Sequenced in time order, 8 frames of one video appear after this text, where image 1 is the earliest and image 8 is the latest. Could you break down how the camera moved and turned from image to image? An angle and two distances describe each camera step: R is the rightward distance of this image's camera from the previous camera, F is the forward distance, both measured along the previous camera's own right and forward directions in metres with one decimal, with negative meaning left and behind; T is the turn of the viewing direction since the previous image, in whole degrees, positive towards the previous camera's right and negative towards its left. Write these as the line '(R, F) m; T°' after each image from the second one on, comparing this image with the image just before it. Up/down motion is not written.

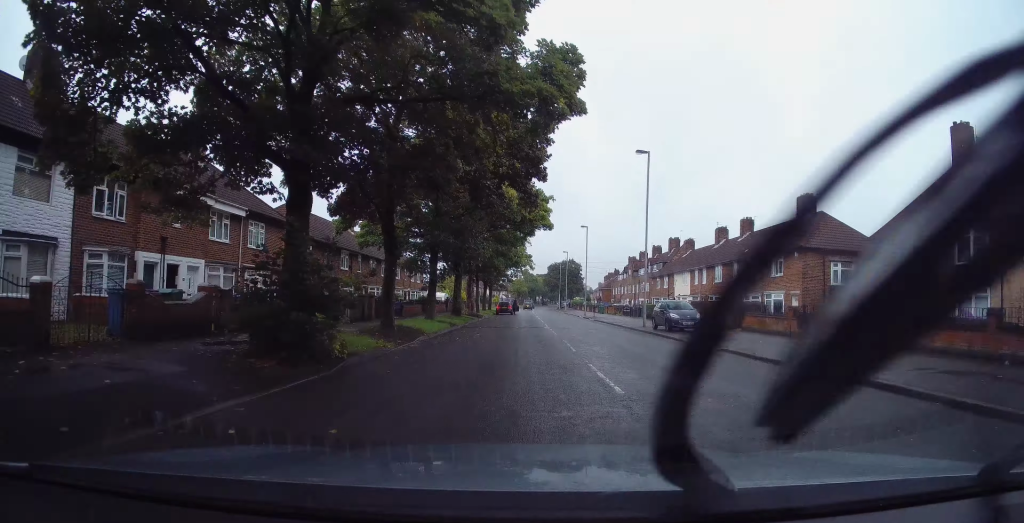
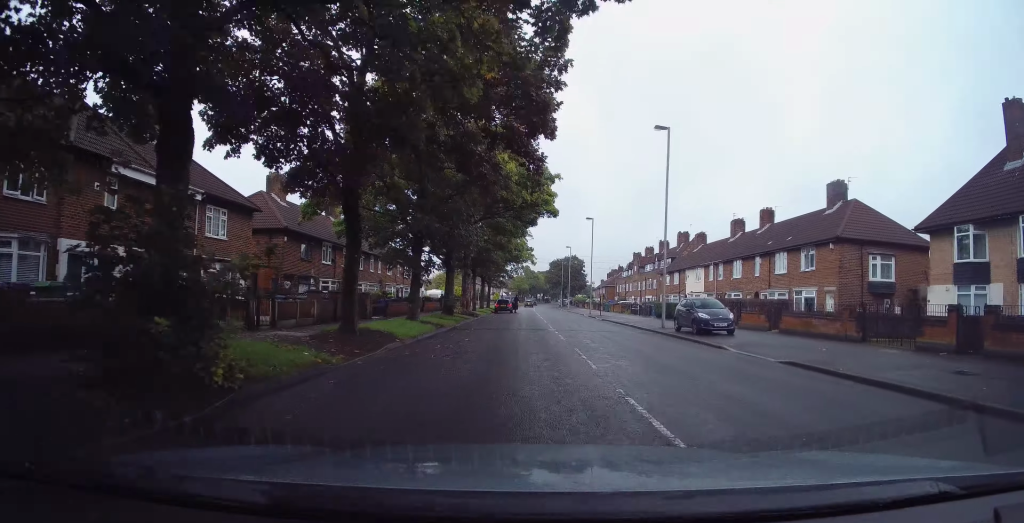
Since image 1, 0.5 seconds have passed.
(+0.3, +4.0) m; 0°
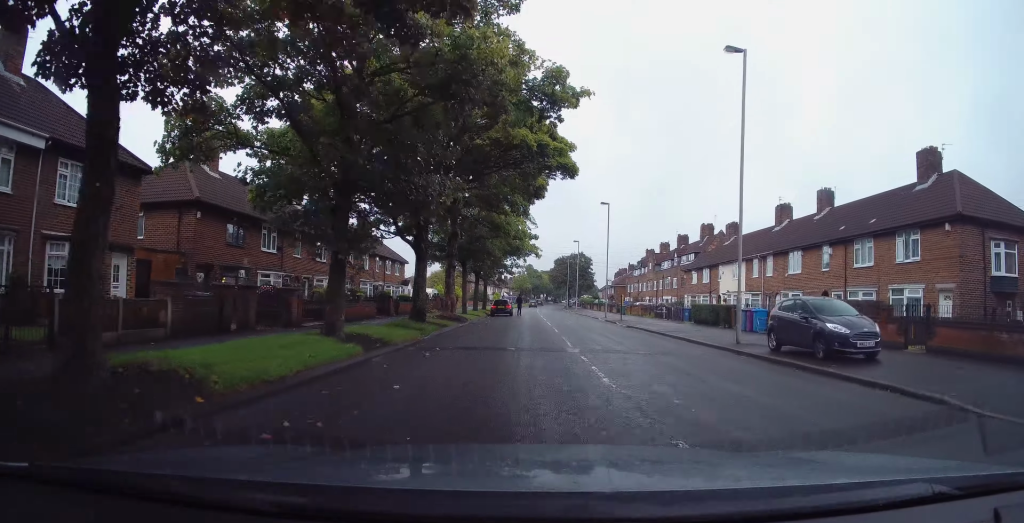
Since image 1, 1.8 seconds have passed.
(-0.8, +9.2) m; -6°
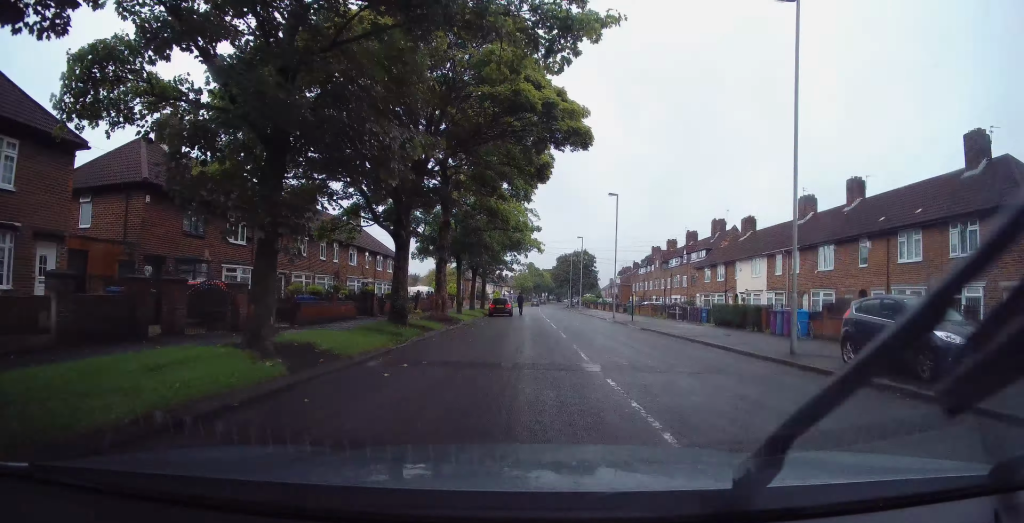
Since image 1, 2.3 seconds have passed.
(-0.1, +3.8) m; 0°
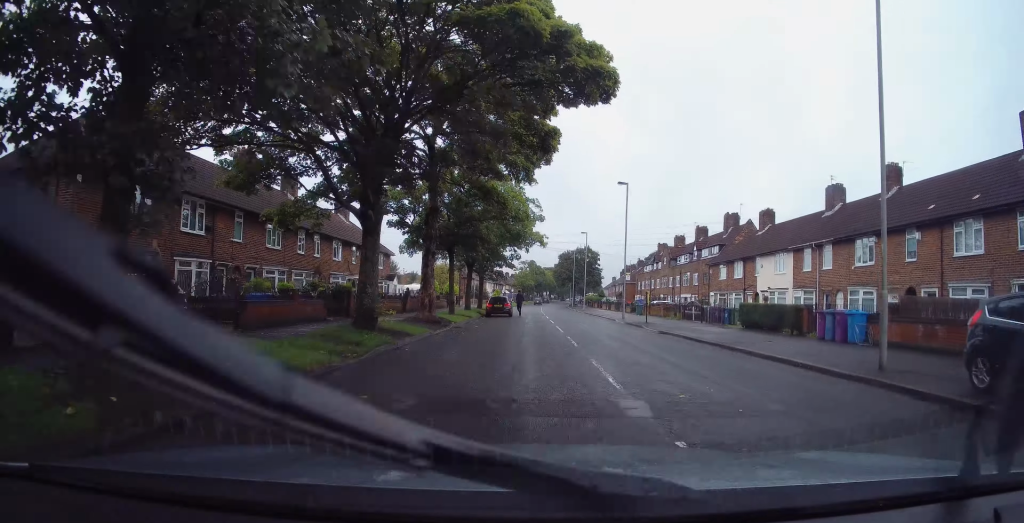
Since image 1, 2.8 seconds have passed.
(0.0, +4.0) m; +1°
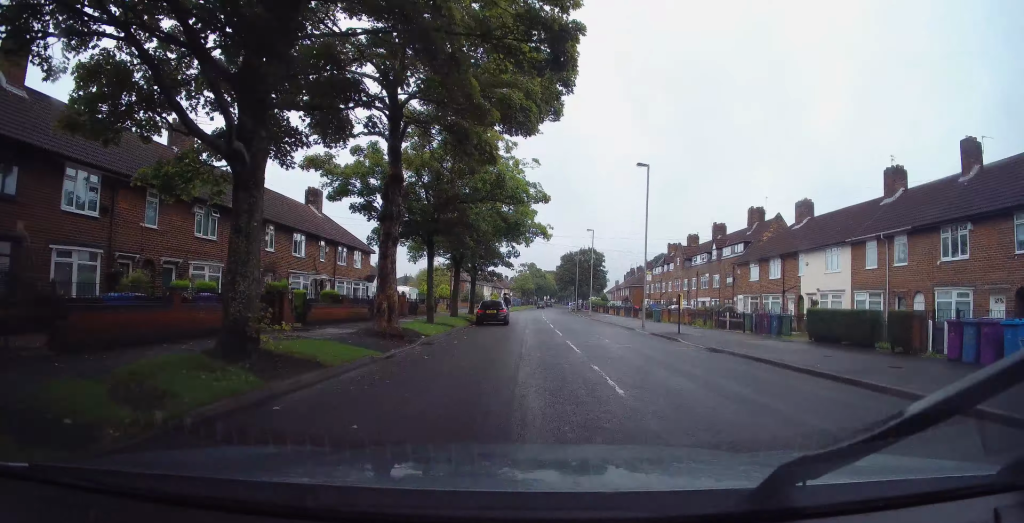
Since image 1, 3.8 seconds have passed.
(+0.2, +7.0) m; +2°
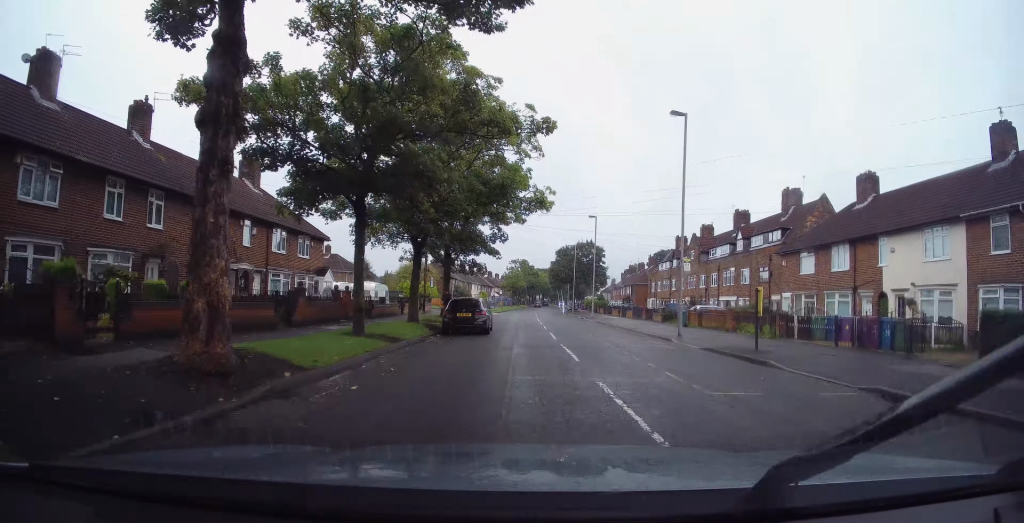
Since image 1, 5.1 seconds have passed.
(-0.1, +9.4) m; -1°
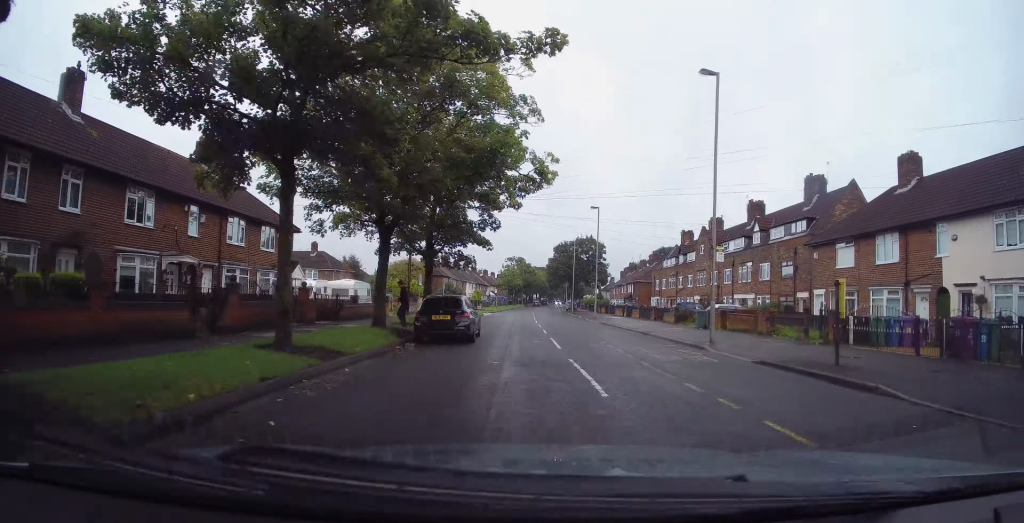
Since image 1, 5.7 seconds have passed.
(-0.1, +4.3) m; 0°
